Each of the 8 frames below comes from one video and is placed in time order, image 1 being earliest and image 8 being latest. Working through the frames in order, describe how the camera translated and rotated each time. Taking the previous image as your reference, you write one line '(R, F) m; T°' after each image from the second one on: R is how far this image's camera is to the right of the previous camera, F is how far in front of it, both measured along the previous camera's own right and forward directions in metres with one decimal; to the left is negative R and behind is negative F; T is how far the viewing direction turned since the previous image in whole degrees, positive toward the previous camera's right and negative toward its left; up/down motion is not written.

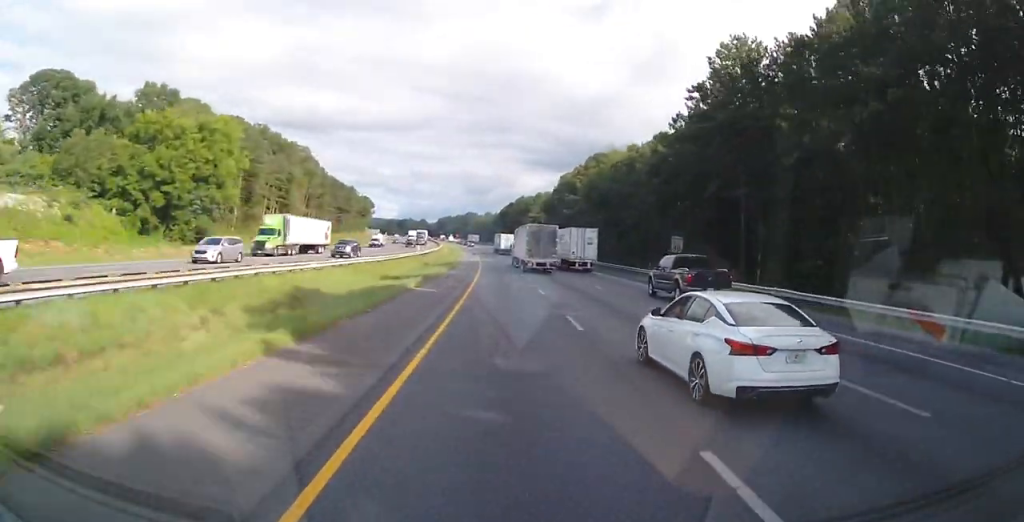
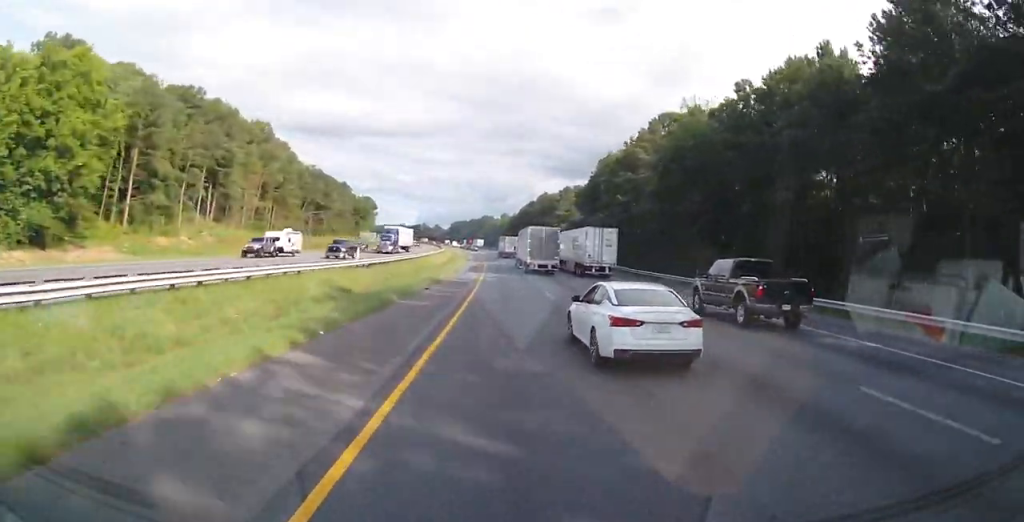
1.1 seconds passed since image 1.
(-0.3, +39.2) m; -2°
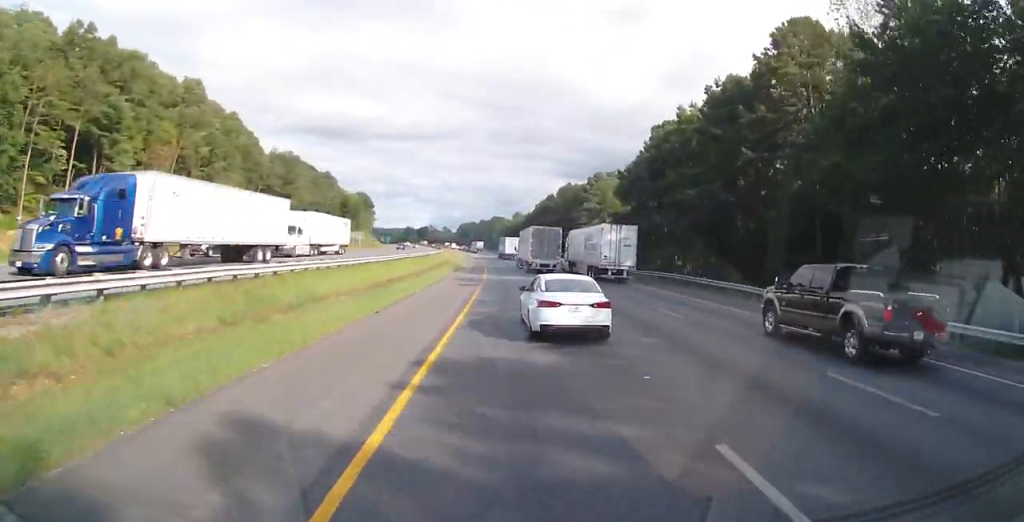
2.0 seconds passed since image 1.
(-1.0, +35.5) m; -2°
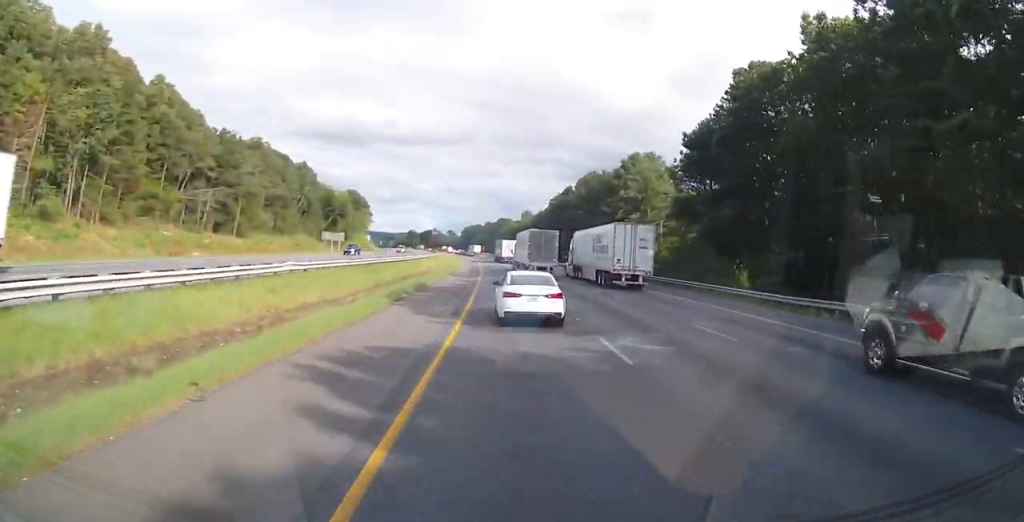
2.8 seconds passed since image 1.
(+0.1, +29.2) m; 0°
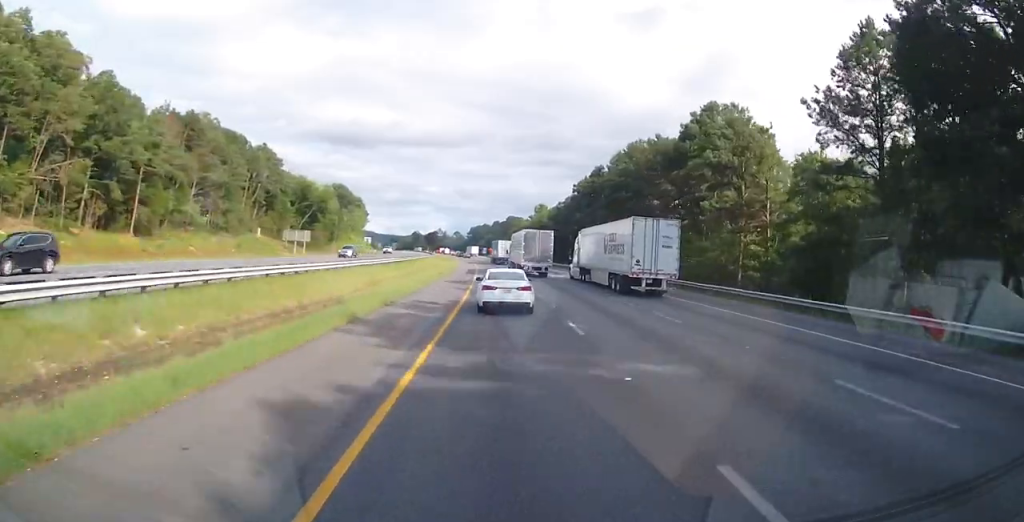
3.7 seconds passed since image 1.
(-0.4, +33.3) m; -1°
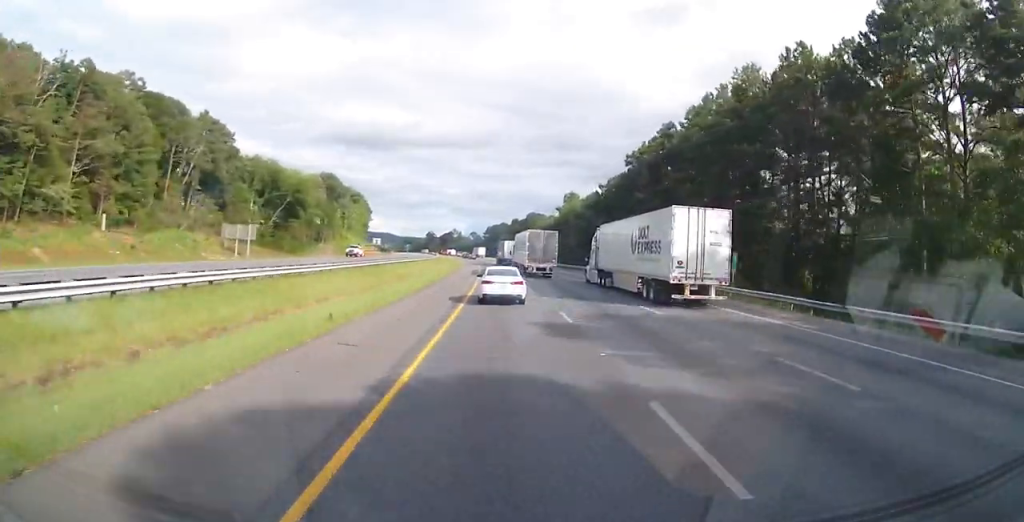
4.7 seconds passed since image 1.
(-0.4, +34.6) m; -1°
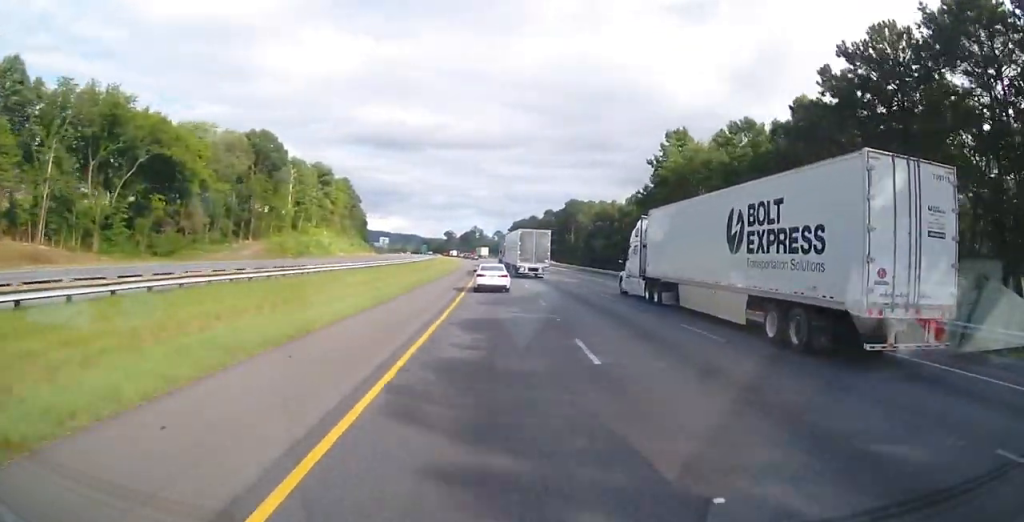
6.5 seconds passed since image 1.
(-1.3, +67.4) m; -2°
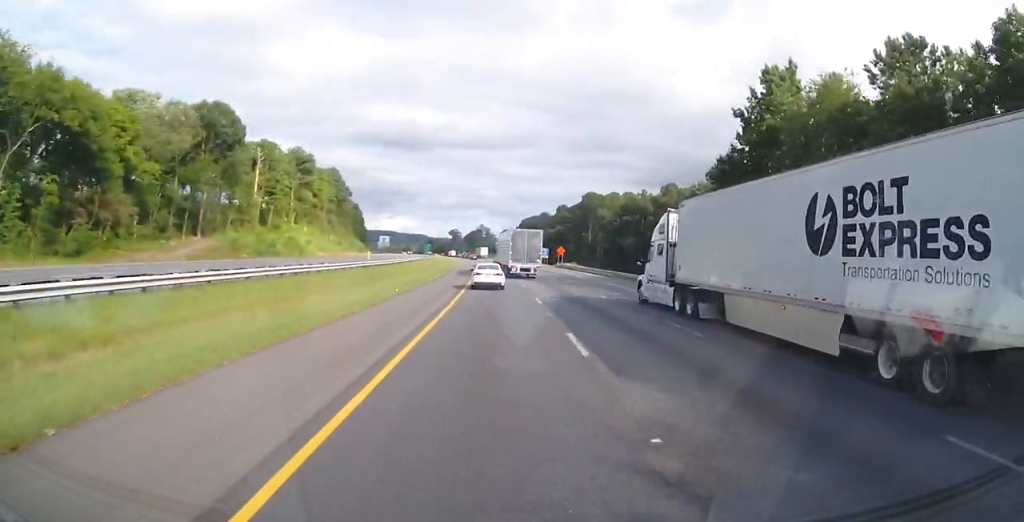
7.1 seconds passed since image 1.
(-0.1, +23.4) m; -1°
